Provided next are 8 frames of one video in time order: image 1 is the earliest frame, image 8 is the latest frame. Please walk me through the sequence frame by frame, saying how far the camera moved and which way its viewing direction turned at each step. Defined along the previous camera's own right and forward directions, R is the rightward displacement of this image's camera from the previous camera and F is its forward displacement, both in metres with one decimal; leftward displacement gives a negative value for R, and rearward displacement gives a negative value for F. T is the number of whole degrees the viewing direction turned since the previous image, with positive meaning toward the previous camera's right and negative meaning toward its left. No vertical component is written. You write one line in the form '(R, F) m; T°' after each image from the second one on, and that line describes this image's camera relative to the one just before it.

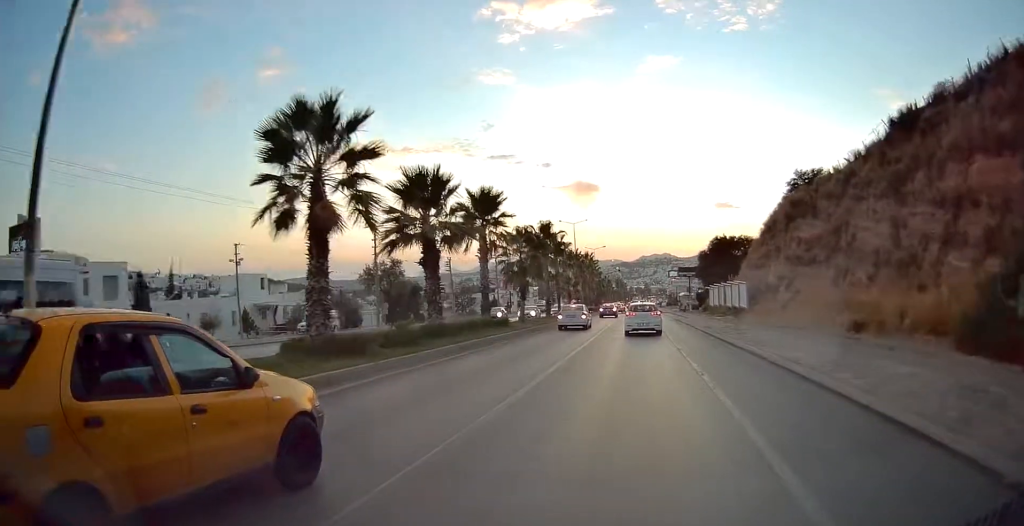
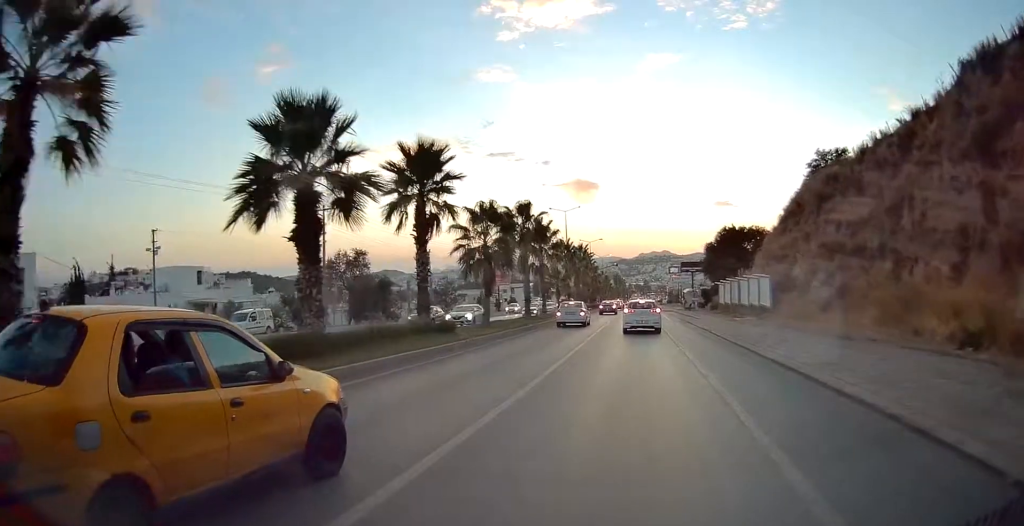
(-0.1, +8.7) m; -1°
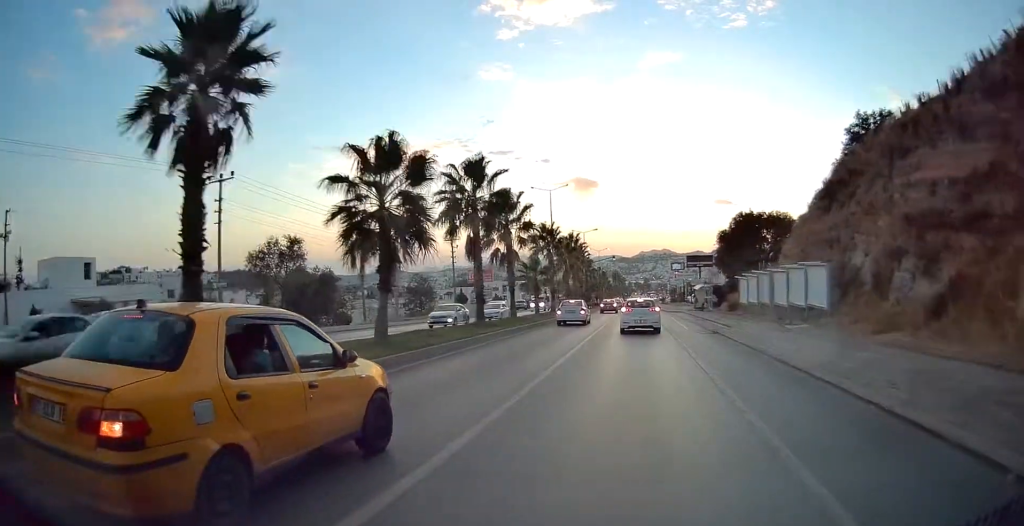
(0.0, +12.2) m; 0°
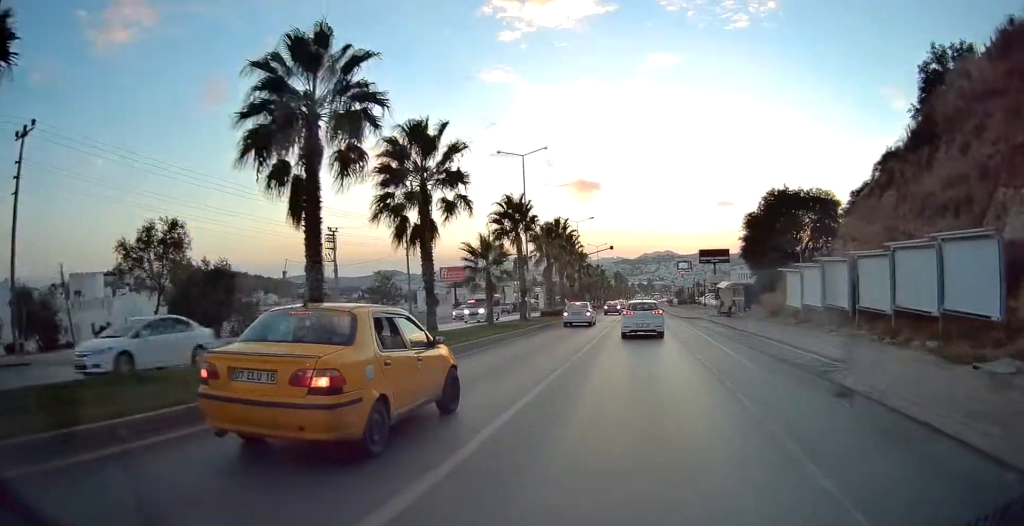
(-0.1, +15.1) m; 0°
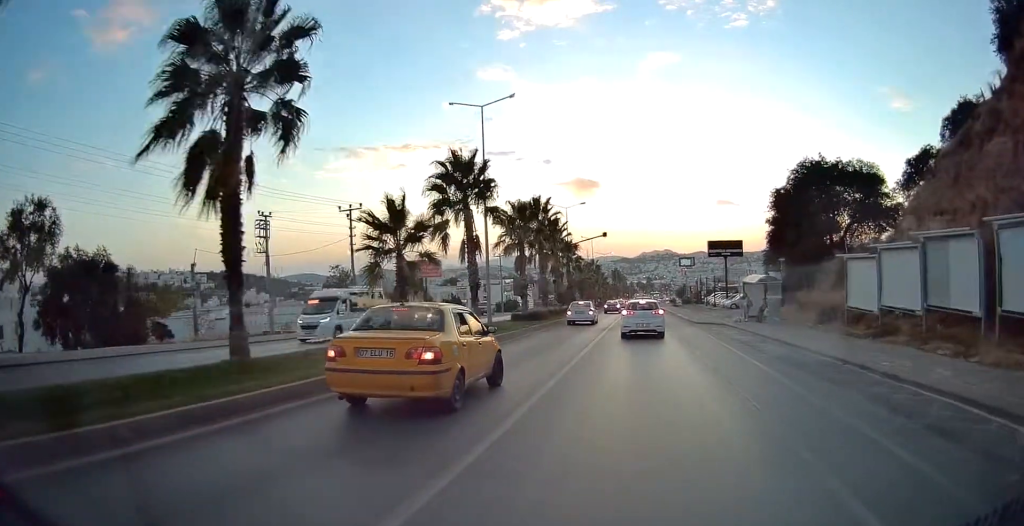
(+0.1, +11.1) m; +2°
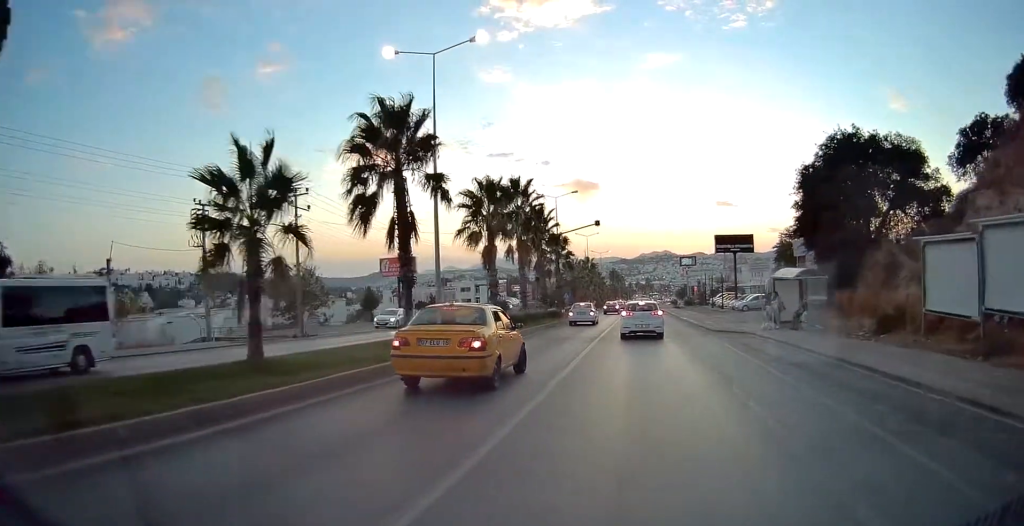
(+0.1, +7.7) m; 0°
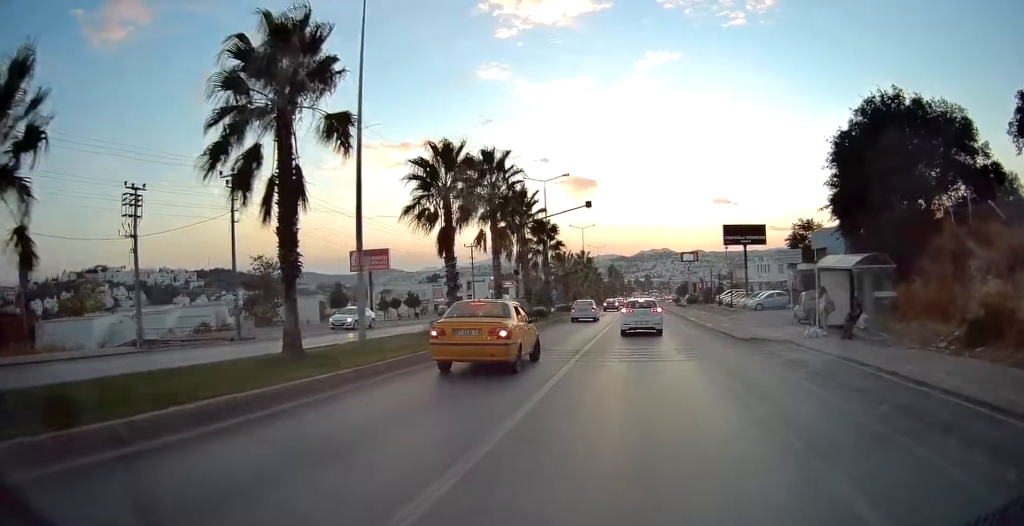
(+0.1, +6.8) m; 0°
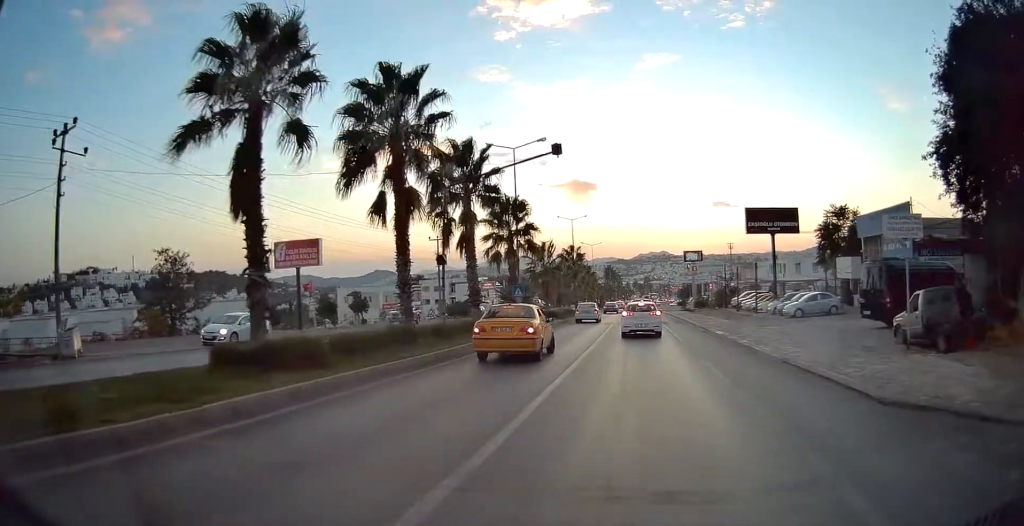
(-0.2, +12.5) m; -1°
